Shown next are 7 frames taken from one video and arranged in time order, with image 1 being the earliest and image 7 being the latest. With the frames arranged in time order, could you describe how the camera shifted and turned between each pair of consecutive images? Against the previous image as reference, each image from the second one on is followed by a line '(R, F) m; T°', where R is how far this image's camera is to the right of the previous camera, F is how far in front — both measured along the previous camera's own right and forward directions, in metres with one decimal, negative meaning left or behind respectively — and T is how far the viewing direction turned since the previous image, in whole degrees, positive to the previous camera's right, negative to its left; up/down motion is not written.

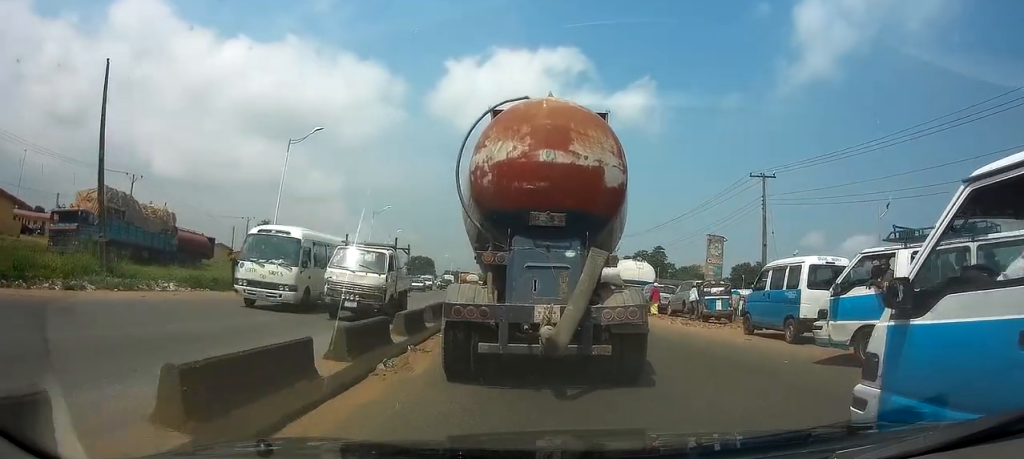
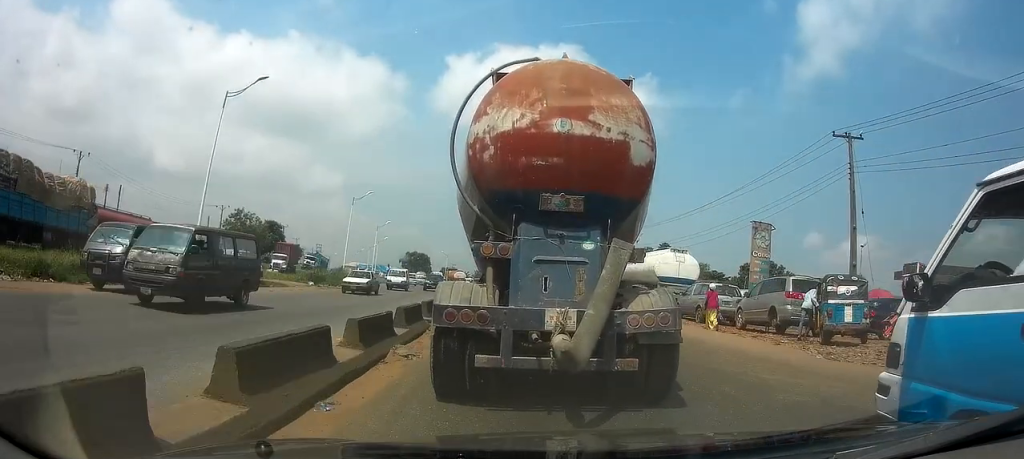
(-0.1, +9.7) m; -1°
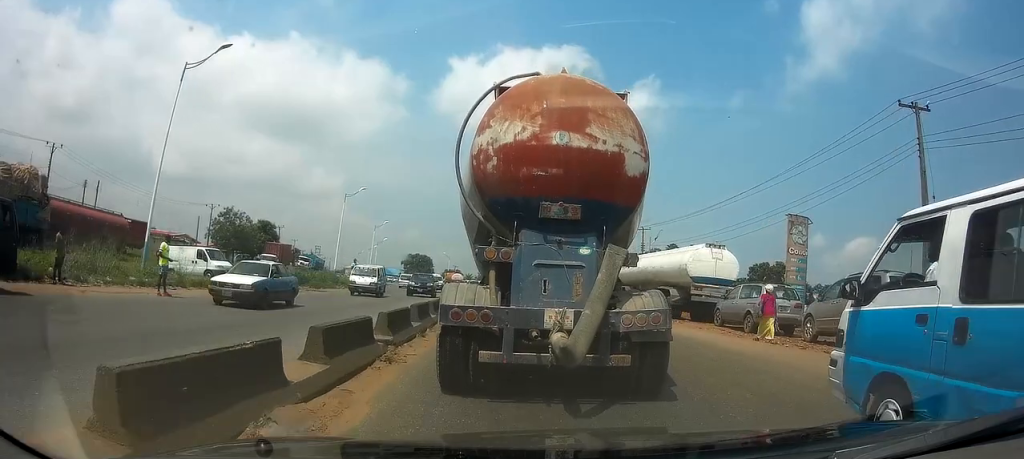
(0.0, +5.4) m; 0°
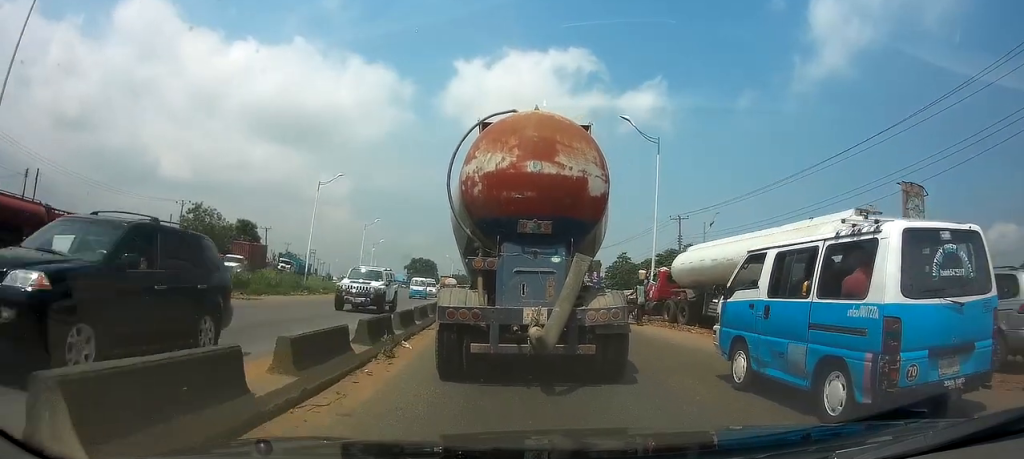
(0.0, +12.0) m; -1°
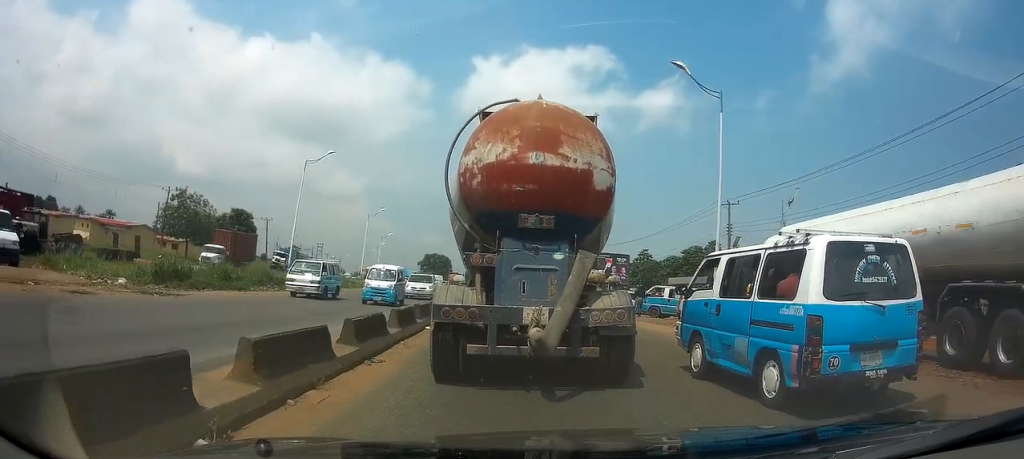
(-0.1, +7.9) m; -1°
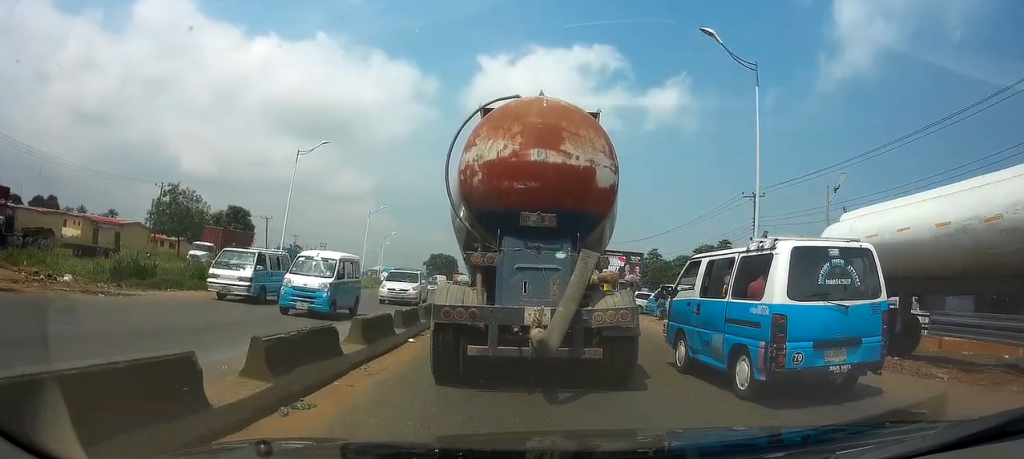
(0.0, +3.6) m; -1°
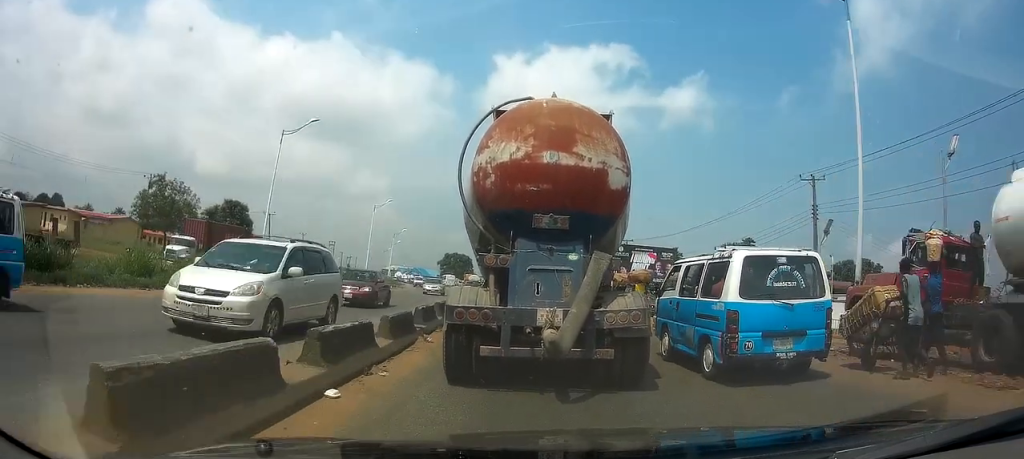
(-0.1, +6.1) m; 0°
